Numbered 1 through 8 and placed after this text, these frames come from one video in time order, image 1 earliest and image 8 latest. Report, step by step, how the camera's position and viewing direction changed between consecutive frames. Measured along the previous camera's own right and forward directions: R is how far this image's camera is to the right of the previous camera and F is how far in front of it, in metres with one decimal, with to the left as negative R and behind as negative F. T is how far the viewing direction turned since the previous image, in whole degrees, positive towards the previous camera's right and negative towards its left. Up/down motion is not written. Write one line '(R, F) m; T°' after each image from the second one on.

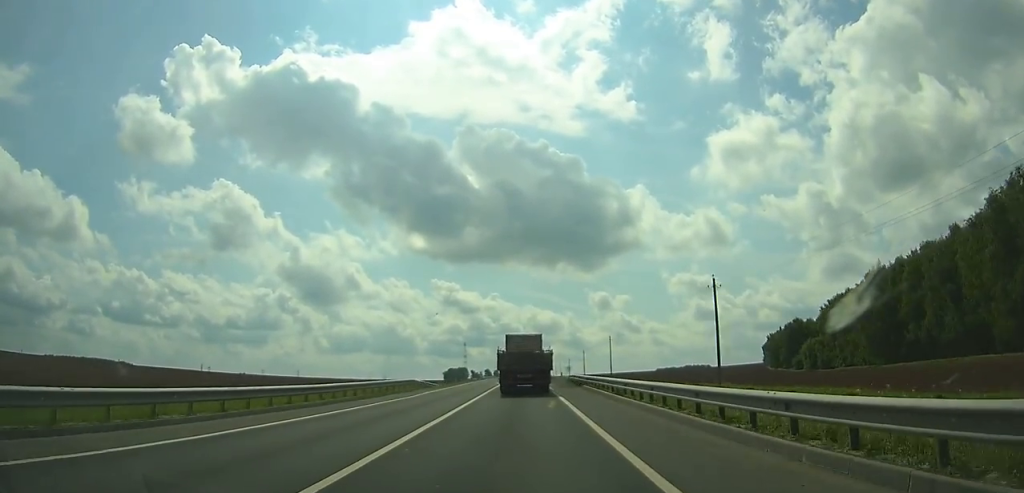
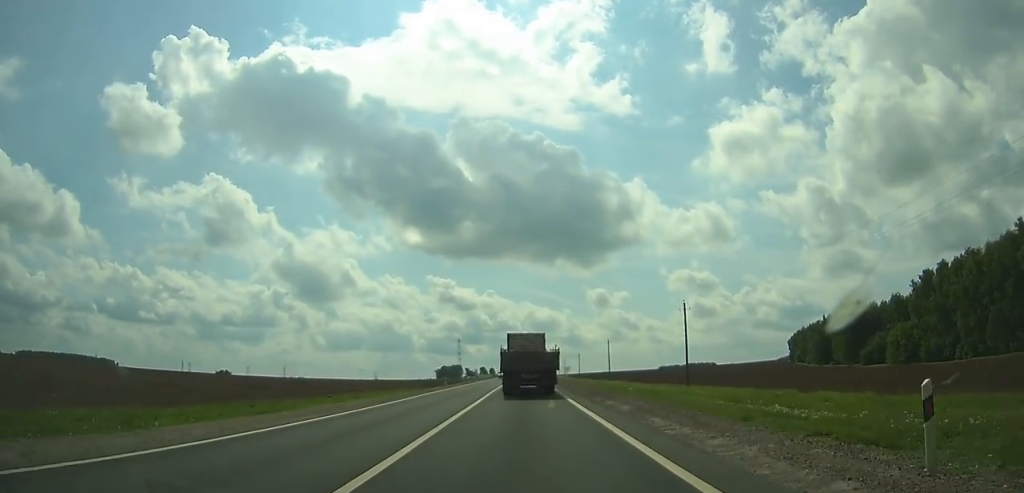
(-0.1, +58.6) m; 0°
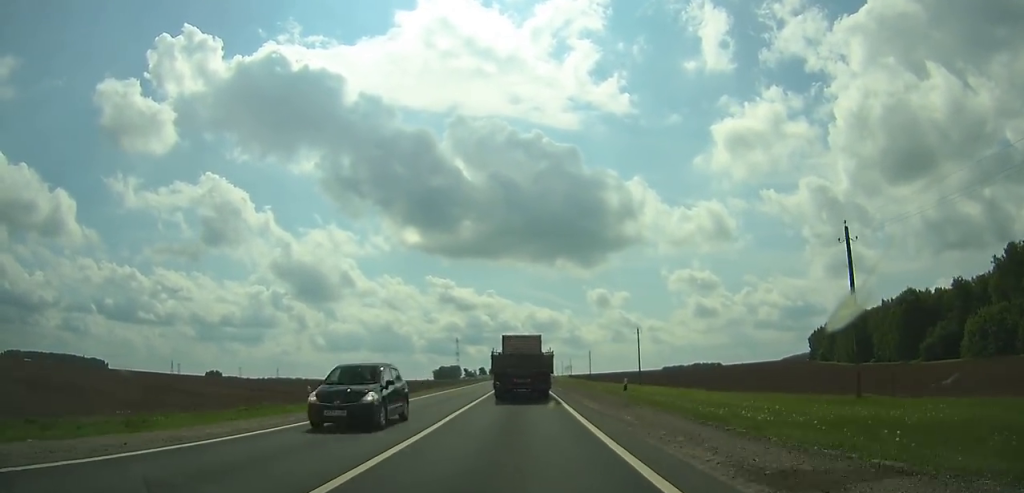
(+0.1, +34.8) m; 0°
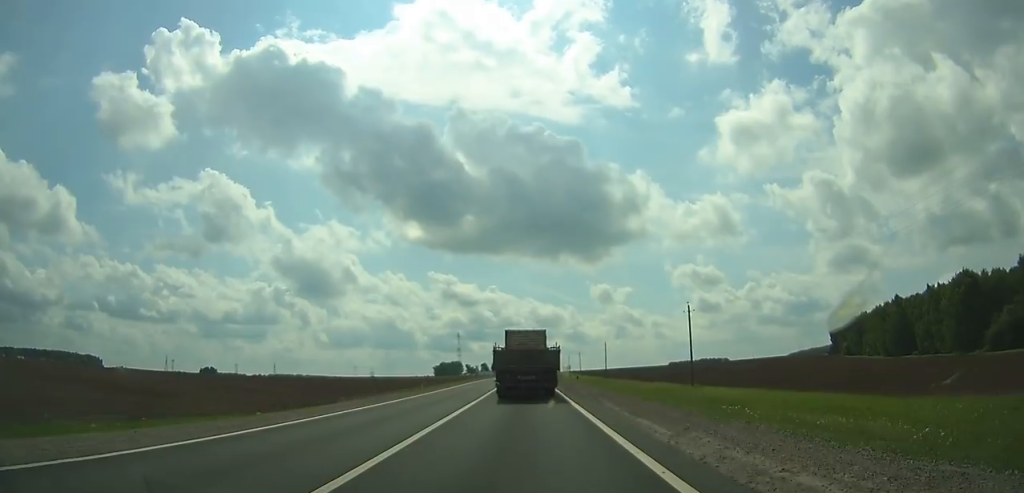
(+0.1, +27.4) m; 0°
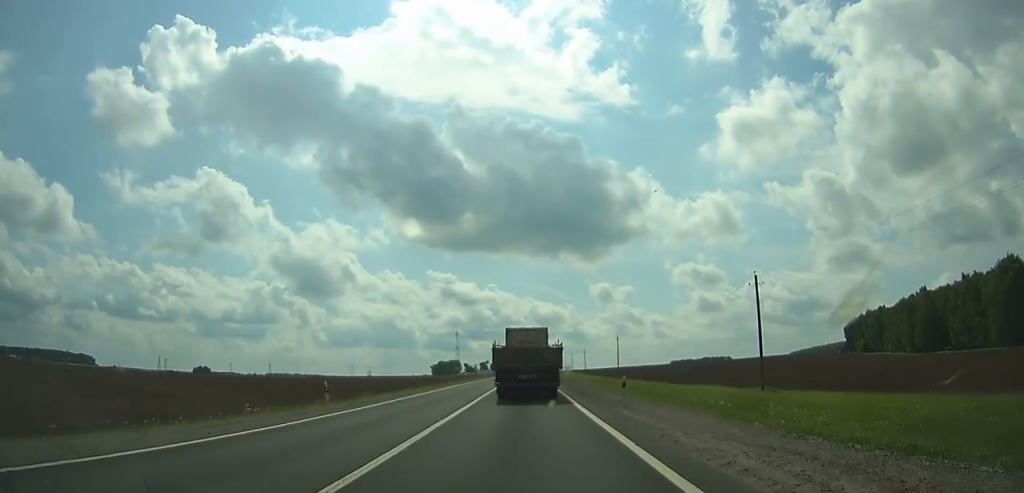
(-0.1, +20.0) m; 0°
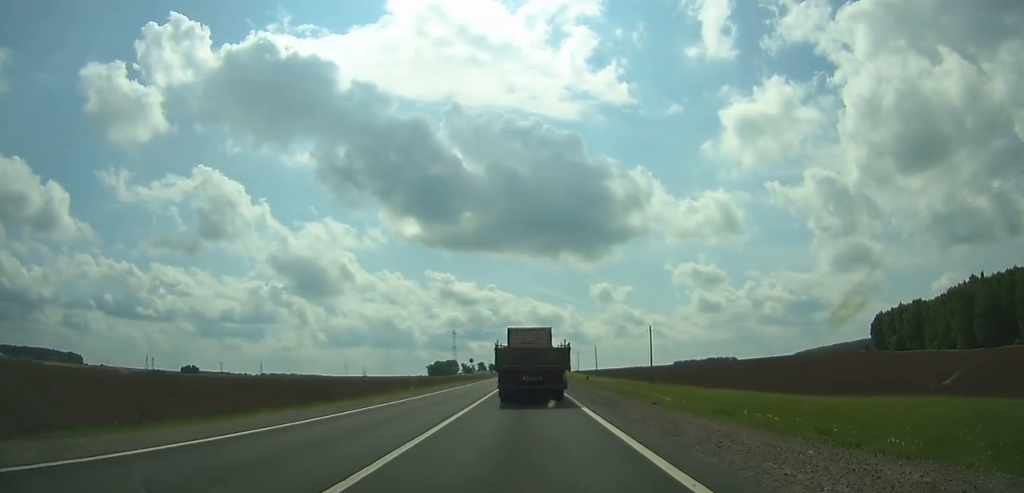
(0.0, +33.8) m; 0°
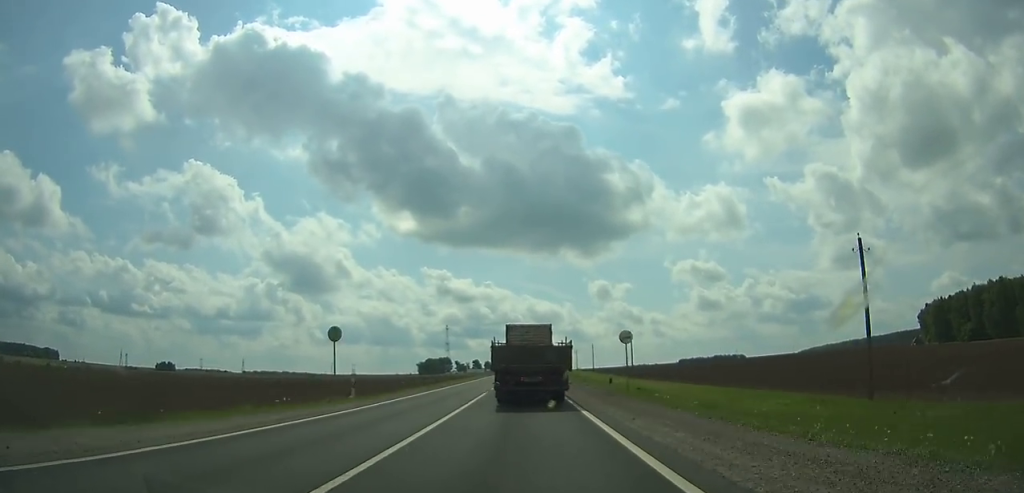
(+0.2, +62.0) m; 0°
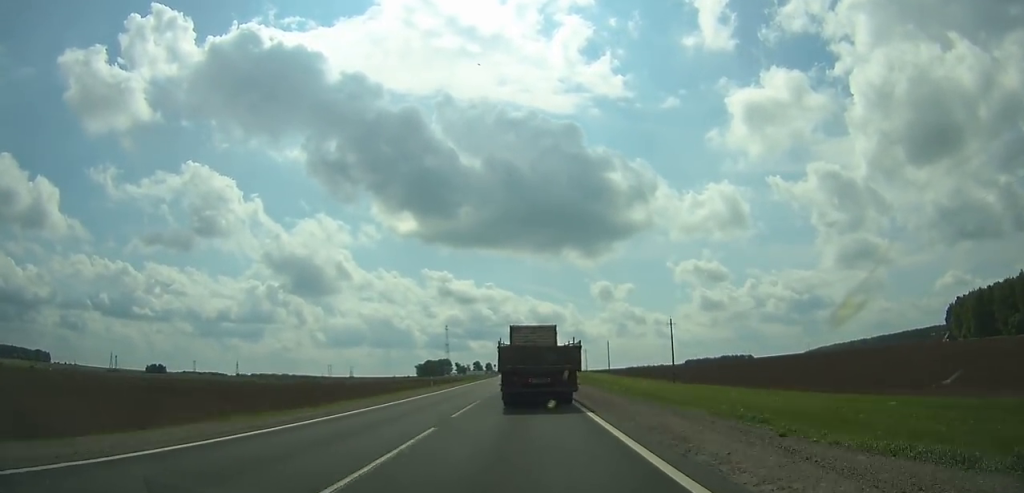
(0.0, +29.7) m; 0°
